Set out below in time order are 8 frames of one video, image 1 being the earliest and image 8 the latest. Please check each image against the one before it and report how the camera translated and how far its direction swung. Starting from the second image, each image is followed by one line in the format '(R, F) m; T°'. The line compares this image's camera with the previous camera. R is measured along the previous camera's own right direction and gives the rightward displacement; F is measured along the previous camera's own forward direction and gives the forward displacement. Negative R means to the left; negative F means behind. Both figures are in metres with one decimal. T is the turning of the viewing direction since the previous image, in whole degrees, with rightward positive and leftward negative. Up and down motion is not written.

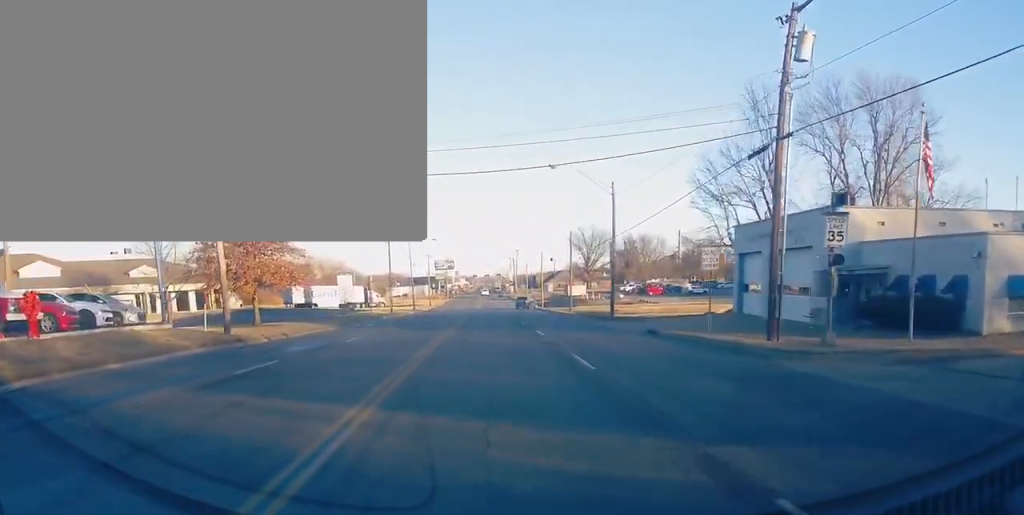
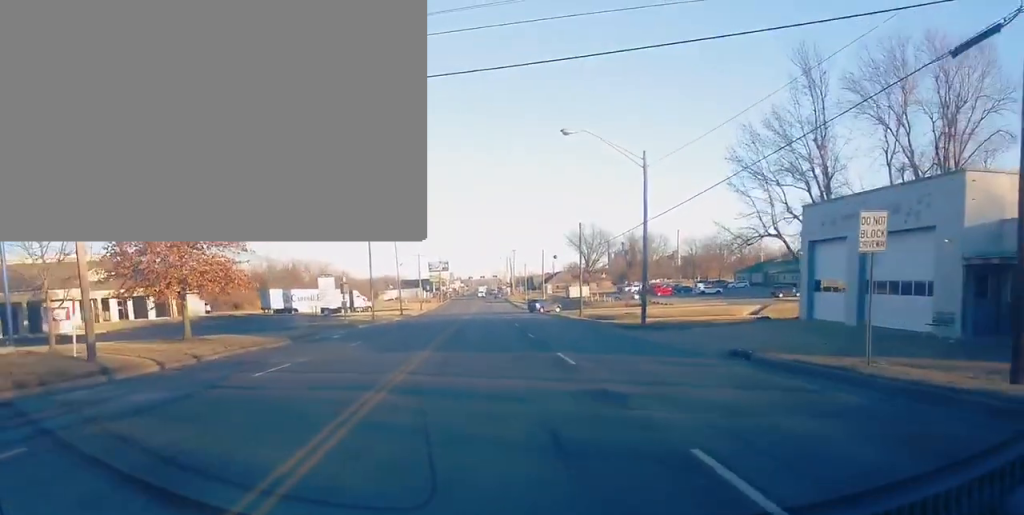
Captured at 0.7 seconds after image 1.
(0.0, +11.6) m; 0°
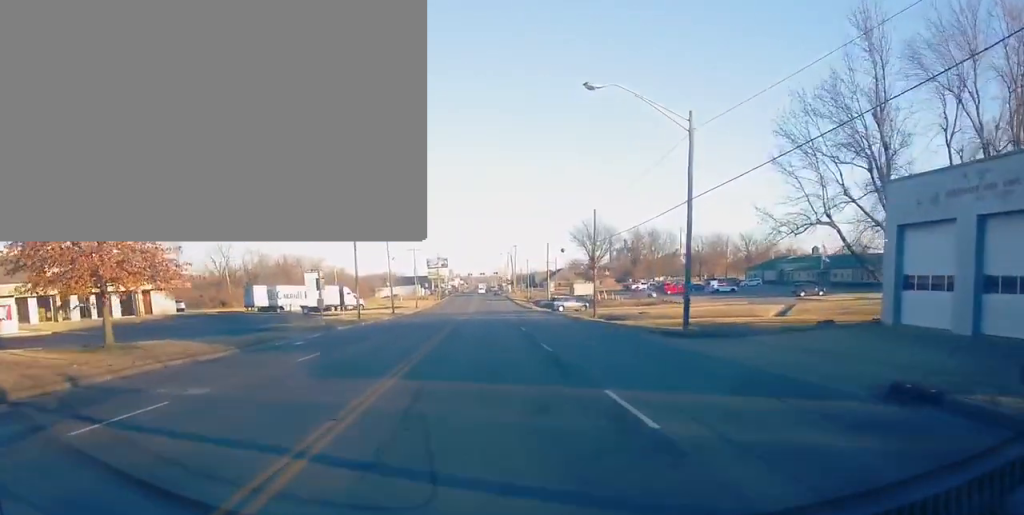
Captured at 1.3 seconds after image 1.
(0.0, +8.8) m; 0°
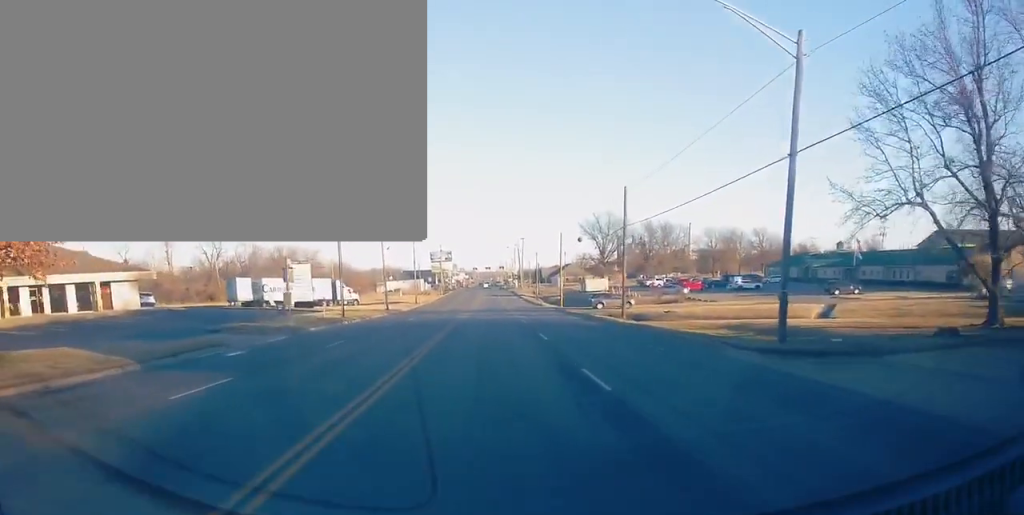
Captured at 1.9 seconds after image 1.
(0.0, +10.1) m; 0°
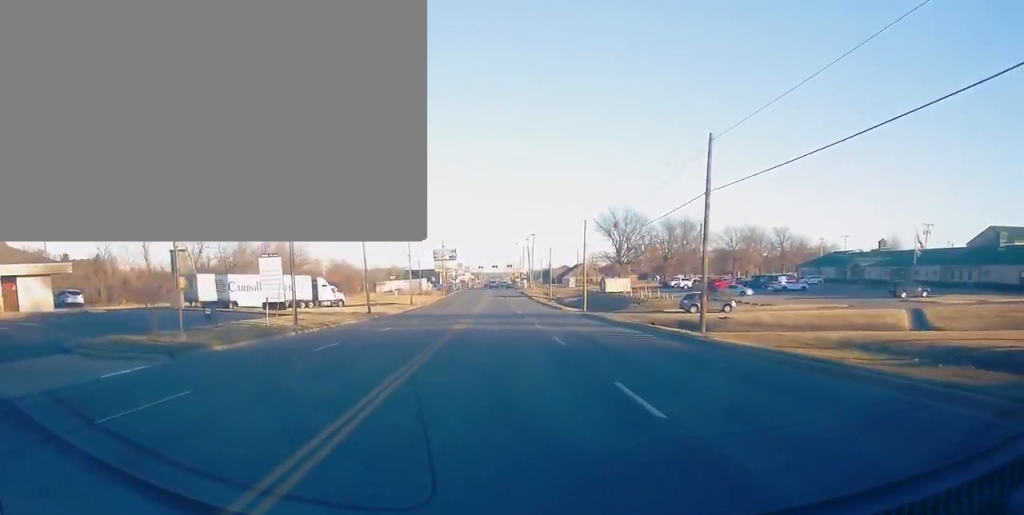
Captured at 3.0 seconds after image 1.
(0.0, +16.7) m; 0°
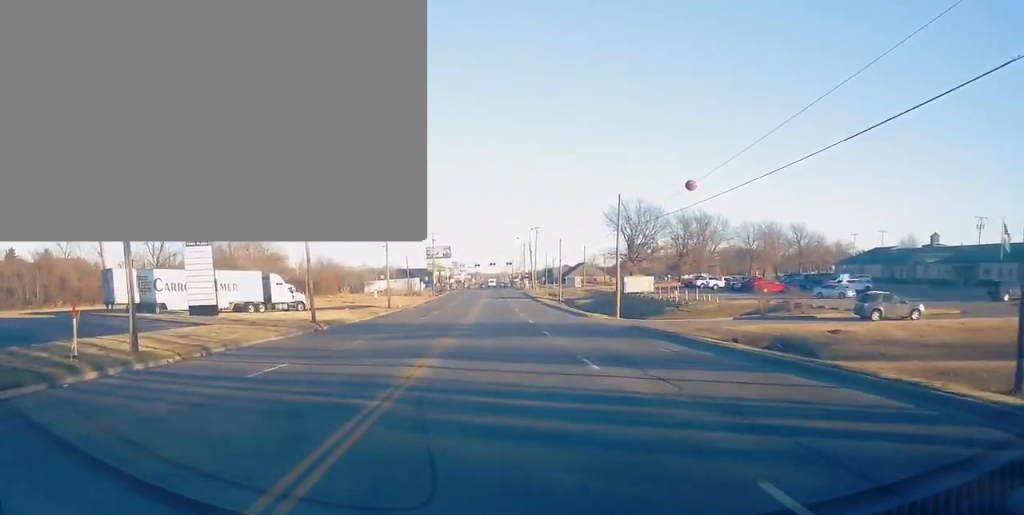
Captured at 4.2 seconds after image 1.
(0.0, +20.5) m; 0°
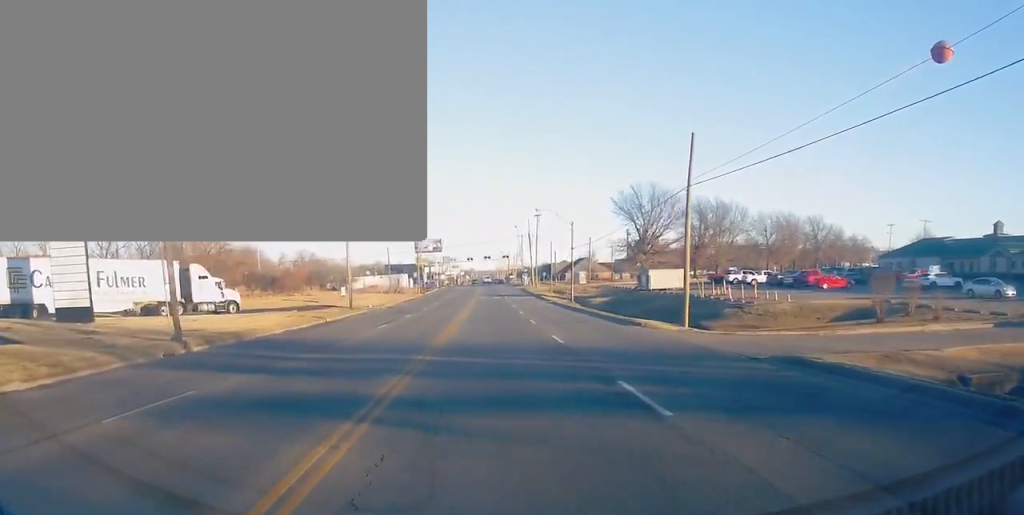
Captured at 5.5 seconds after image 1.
(0.0, +20.2) m; 0°
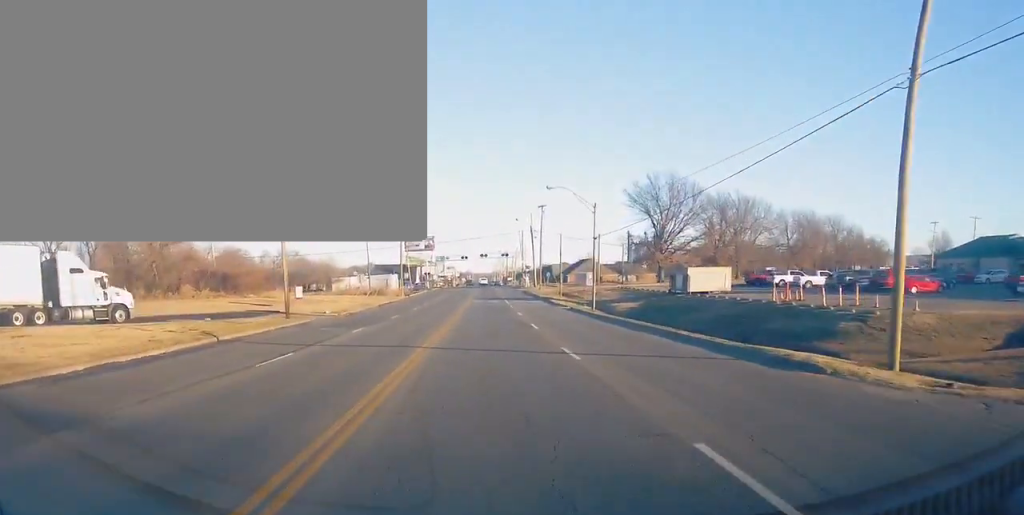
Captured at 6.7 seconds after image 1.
(0.0, +19.1) m; 0°
